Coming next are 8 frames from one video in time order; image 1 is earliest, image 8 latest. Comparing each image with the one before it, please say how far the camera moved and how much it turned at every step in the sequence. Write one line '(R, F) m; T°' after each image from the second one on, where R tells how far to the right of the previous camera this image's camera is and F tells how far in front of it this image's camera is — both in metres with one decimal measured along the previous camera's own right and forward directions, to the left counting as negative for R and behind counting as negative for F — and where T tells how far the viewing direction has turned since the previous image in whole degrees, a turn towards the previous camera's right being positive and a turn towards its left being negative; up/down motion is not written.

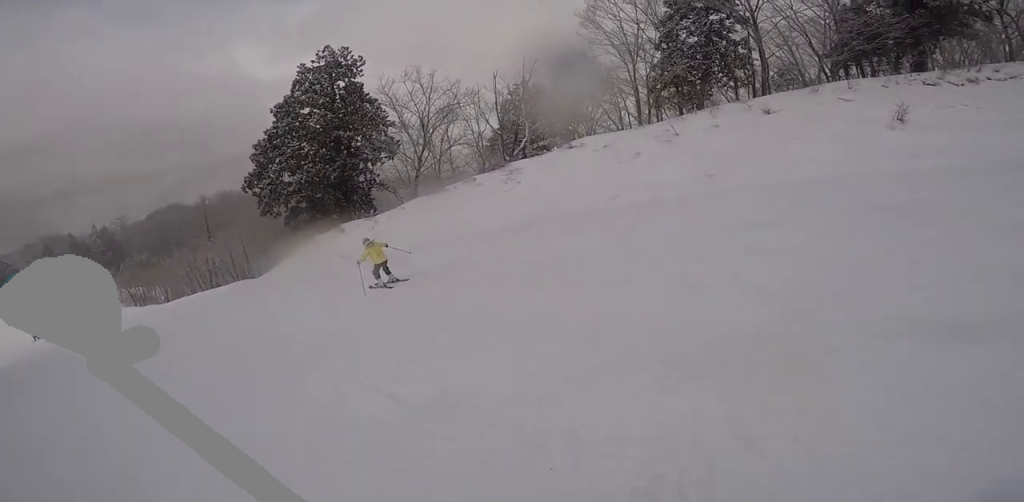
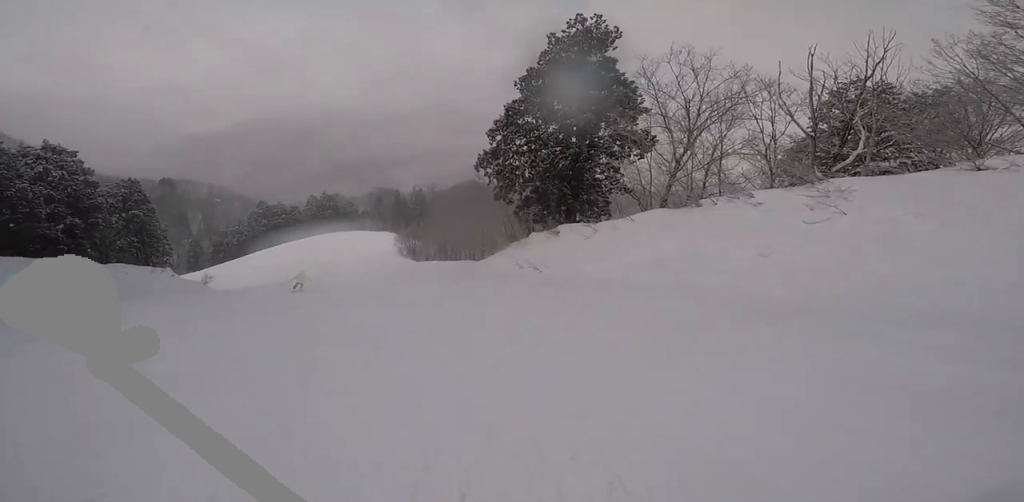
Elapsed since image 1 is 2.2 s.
(-0.5, +7.4) m; -33°
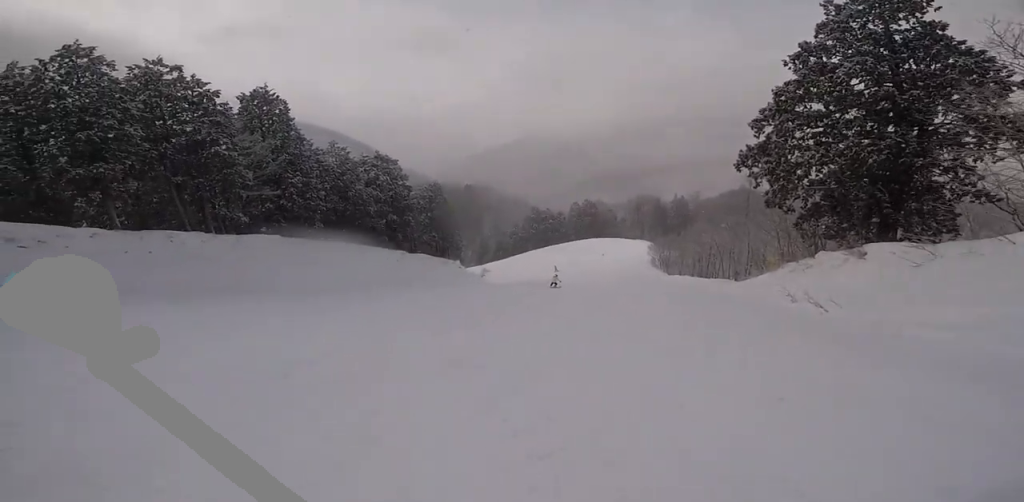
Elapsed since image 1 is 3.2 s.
(-0.5, +3.6) m; -32°
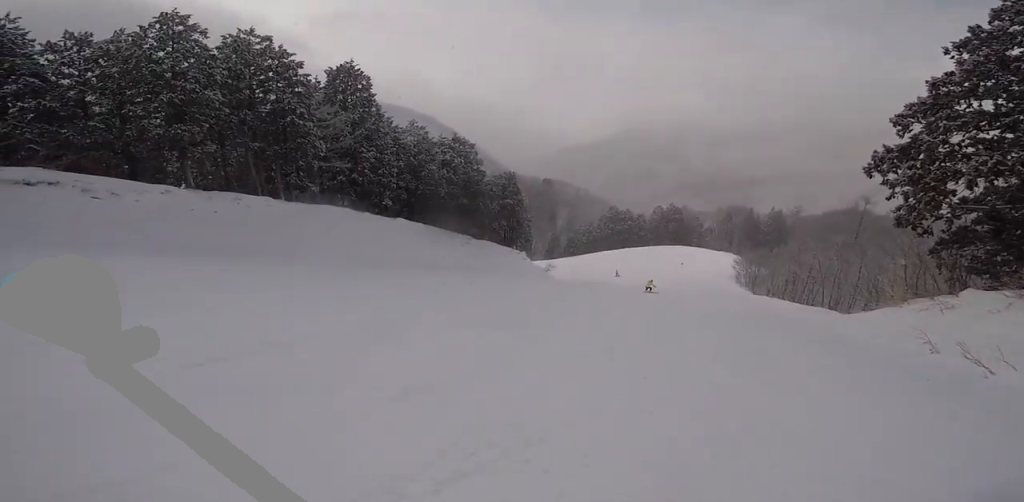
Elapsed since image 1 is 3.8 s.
(-0.6, +2.3) m; -26°
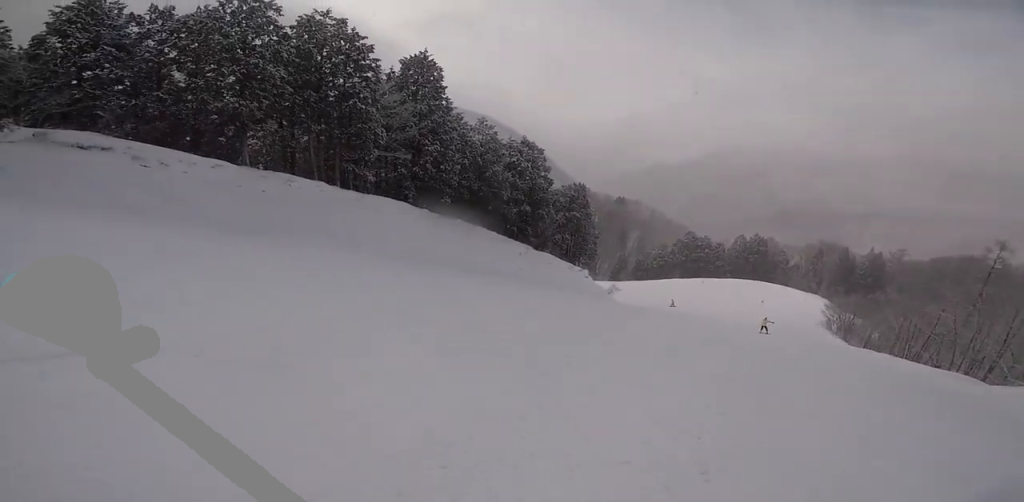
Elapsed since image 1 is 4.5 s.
(-0.8, +2.6) m; -16°
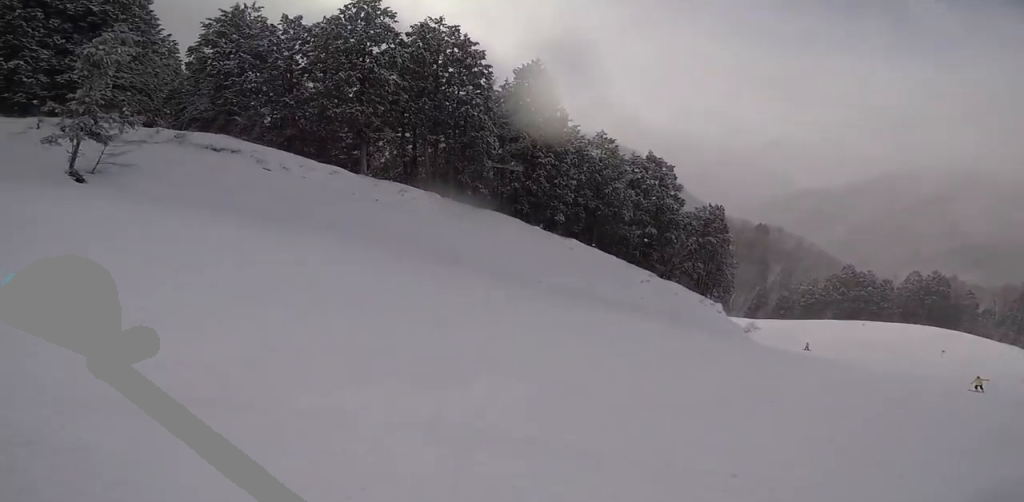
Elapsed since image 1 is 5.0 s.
(-0.4, +2.4) m; -9°
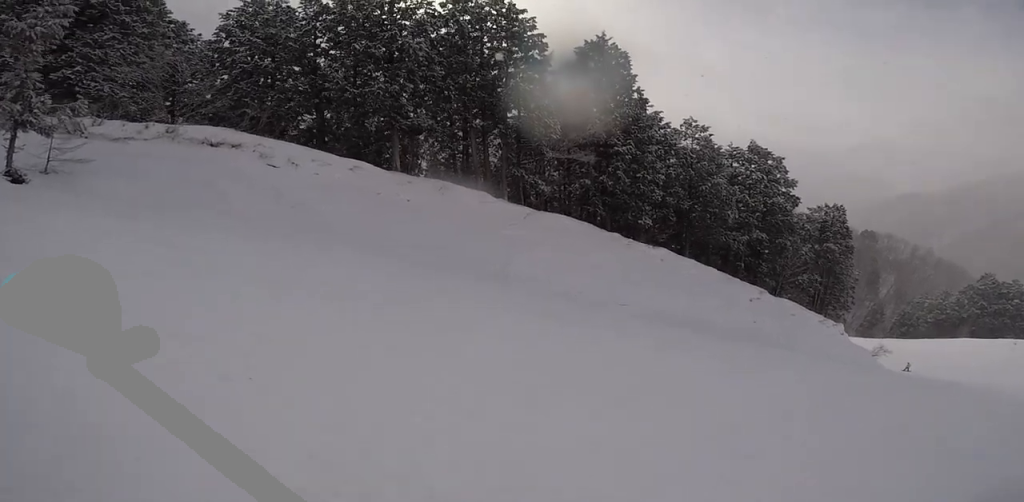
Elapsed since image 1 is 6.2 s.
(0.0, +4.6) m; +1°
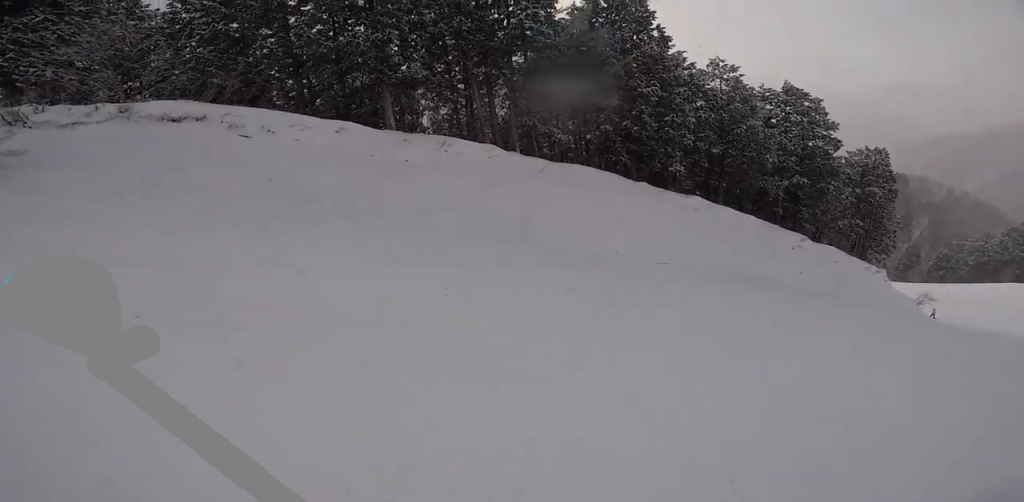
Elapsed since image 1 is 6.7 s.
(0.0, +2.2) m; +2°
